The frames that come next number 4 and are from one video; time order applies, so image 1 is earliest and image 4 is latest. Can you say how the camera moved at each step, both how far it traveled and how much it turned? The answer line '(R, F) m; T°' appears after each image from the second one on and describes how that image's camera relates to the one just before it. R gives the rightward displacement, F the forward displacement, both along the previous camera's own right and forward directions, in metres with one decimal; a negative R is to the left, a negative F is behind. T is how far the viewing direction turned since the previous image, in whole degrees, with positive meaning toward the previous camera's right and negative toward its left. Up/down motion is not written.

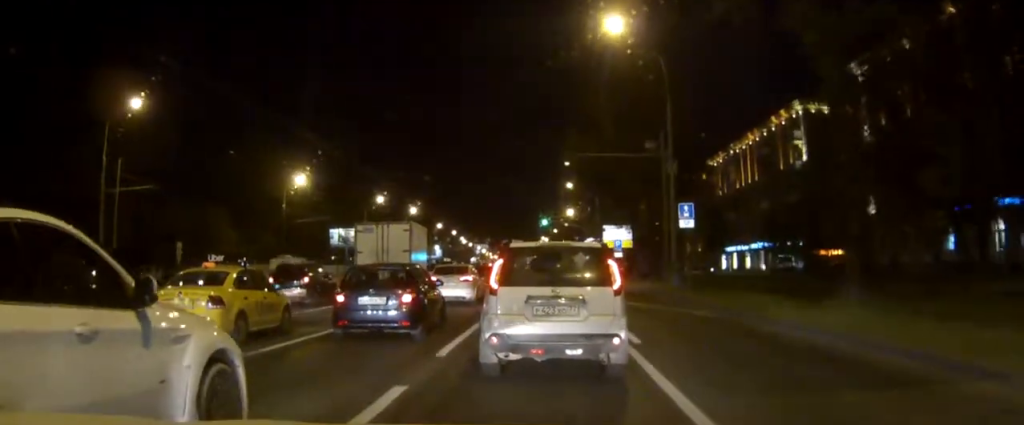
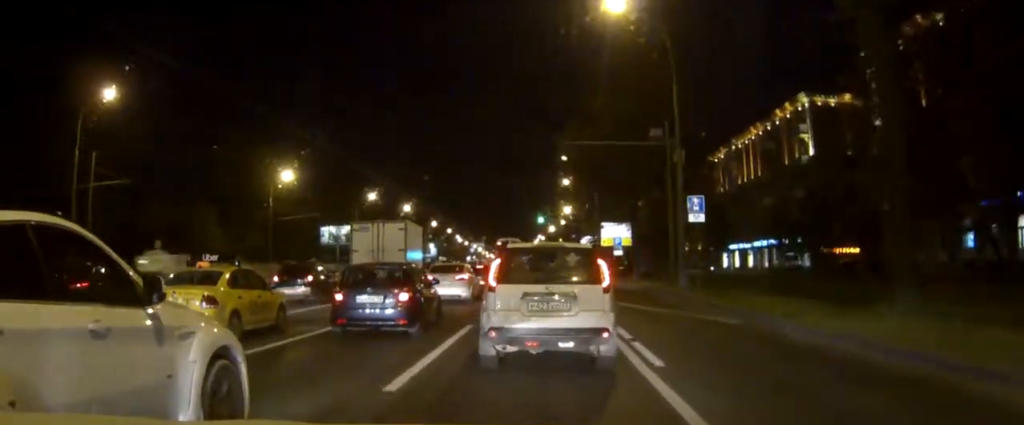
(0.0, +3.2) m; 0°
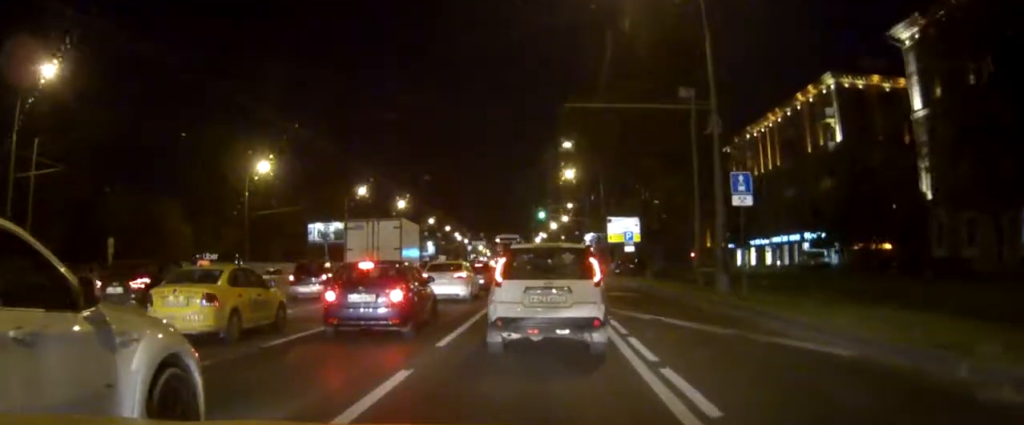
(-0.1, +7.6) m; -2°
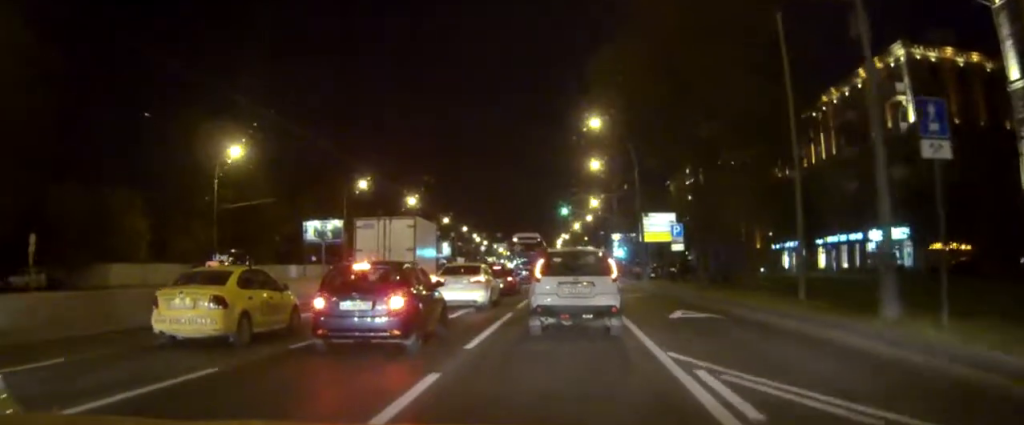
(-0.4, +12.6) m; -1°
